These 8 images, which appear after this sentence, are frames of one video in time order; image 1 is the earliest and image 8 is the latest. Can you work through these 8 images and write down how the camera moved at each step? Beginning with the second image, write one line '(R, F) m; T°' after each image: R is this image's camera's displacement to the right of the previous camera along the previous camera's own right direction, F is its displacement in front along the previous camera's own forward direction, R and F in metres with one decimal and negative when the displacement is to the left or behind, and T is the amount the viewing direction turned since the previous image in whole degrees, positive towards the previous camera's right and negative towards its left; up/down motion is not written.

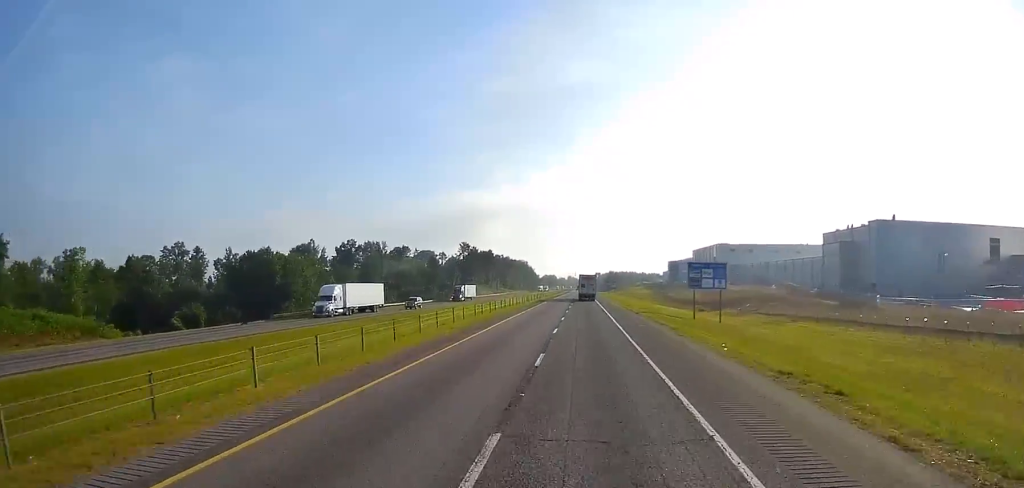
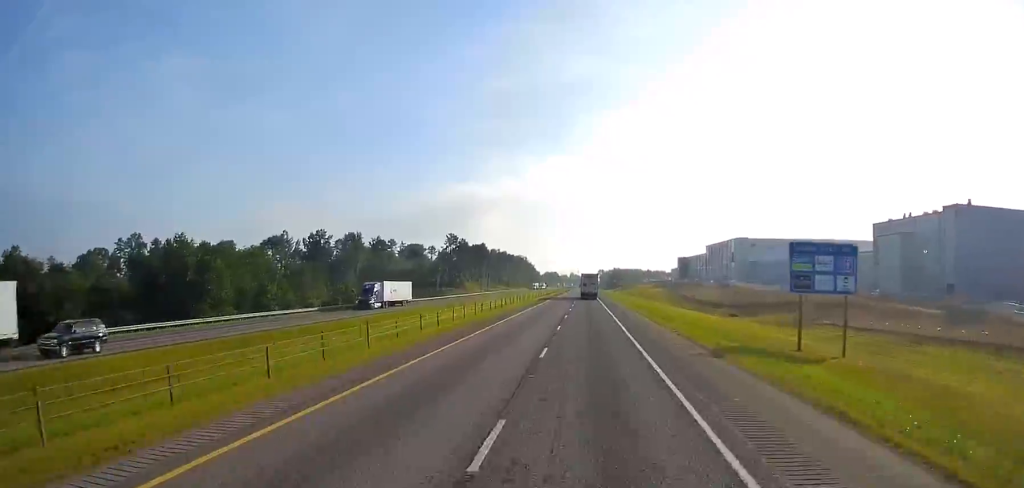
(-0.5, +35.1) m; 0°
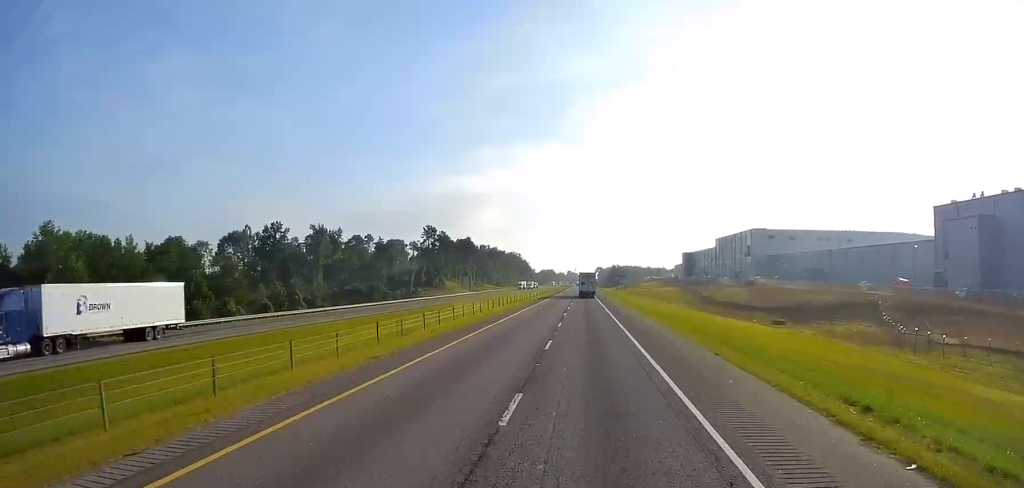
(+0.6, +33.7) m; +1°
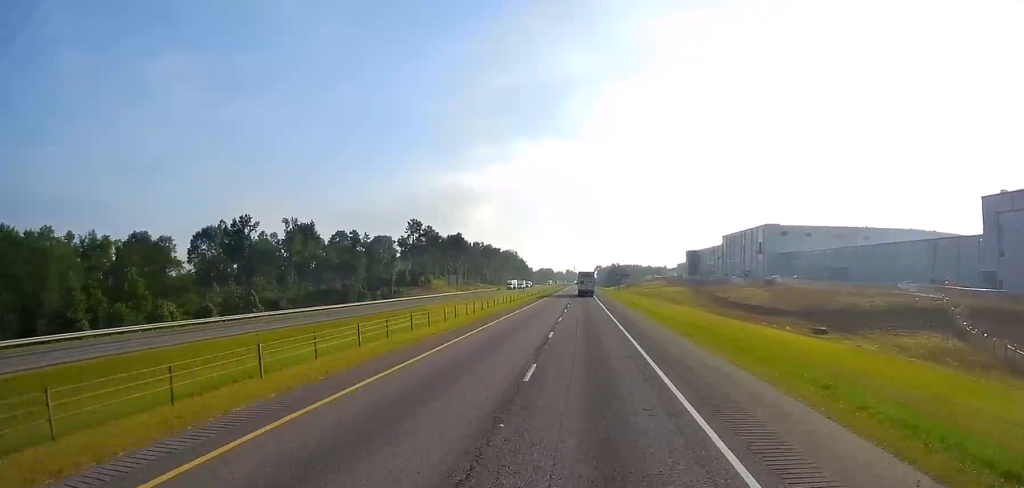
(-0.3, +19.7) m; -1°
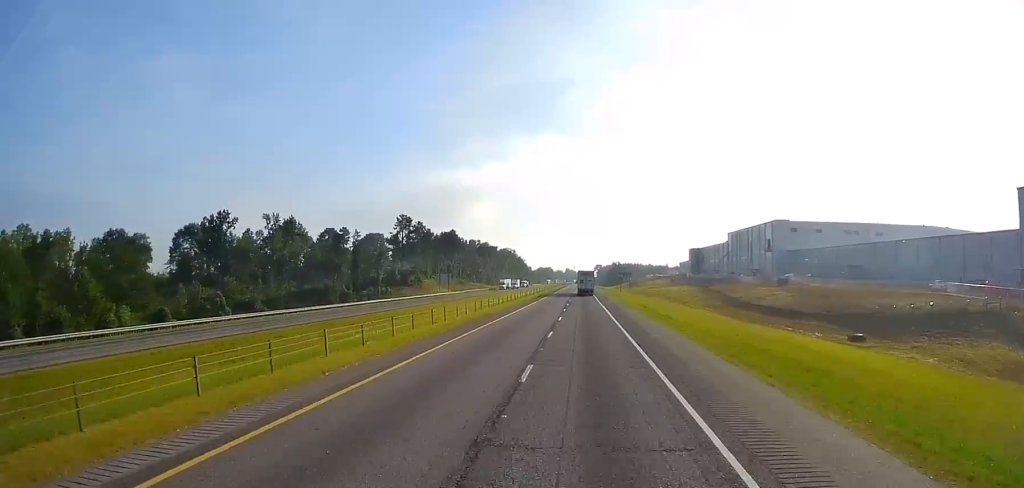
(-0.1, +12.3) m; 0°
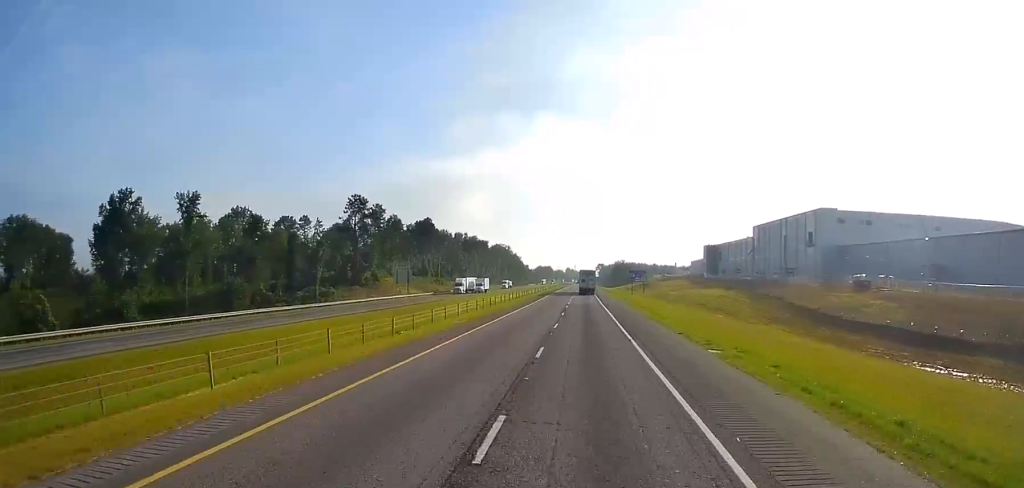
(0.0, +44.0) m; 0°
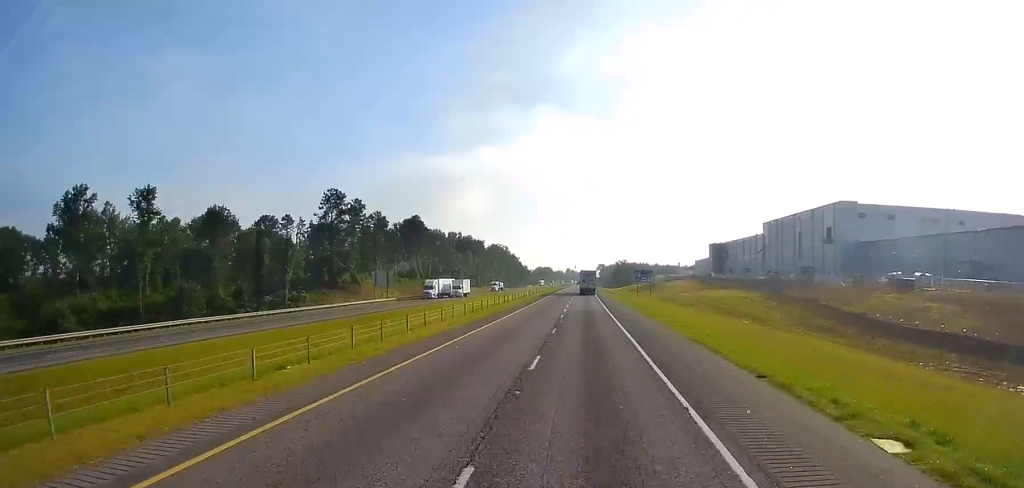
(0.0, +15.3) m; 0°
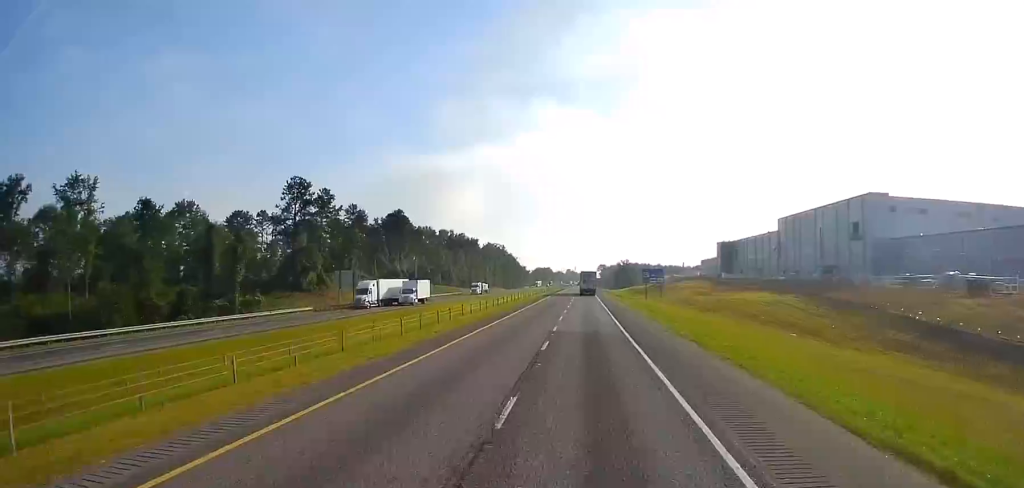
(0.0, +19.2) m; 0°
